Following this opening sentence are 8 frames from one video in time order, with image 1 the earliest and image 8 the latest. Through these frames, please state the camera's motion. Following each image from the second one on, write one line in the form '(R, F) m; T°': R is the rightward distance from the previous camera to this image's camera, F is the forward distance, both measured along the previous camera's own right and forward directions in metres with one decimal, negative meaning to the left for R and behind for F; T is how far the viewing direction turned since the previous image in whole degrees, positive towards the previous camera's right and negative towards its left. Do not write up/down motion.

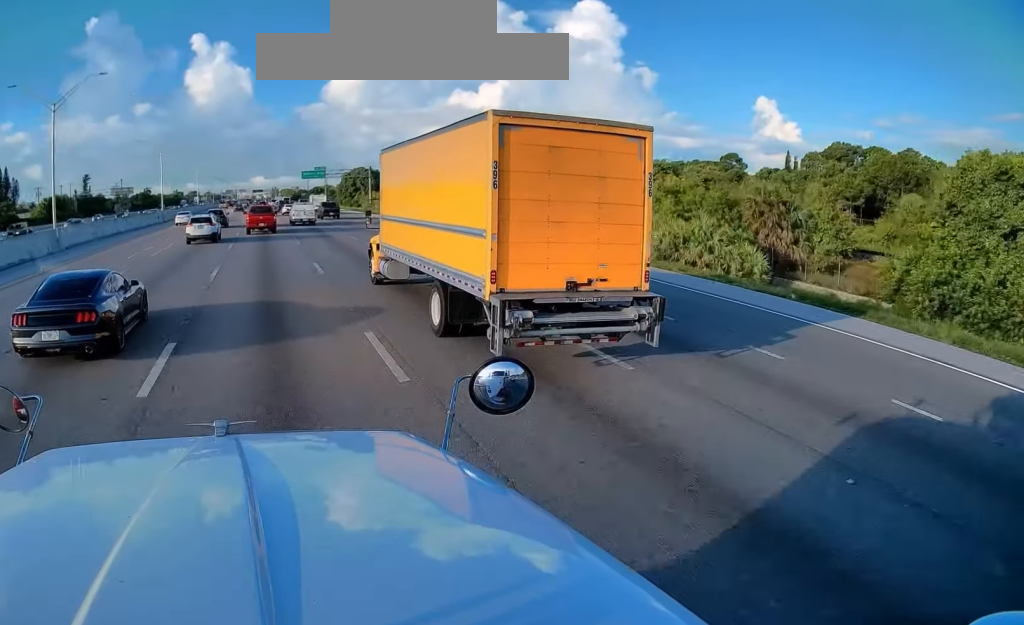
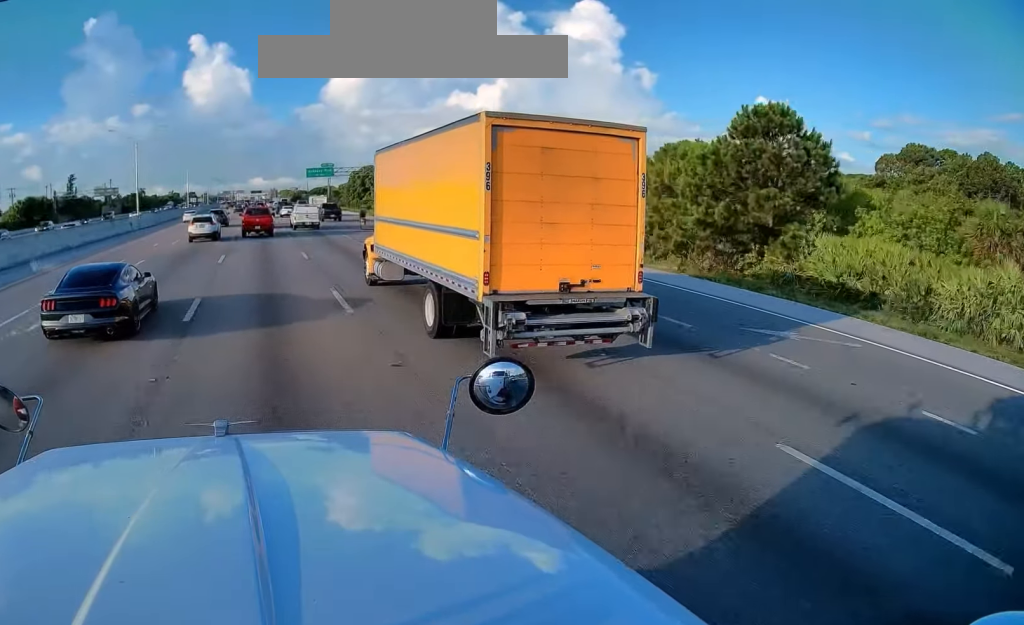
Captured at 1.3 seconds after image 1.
(-0.3, +19.1) m; -1°
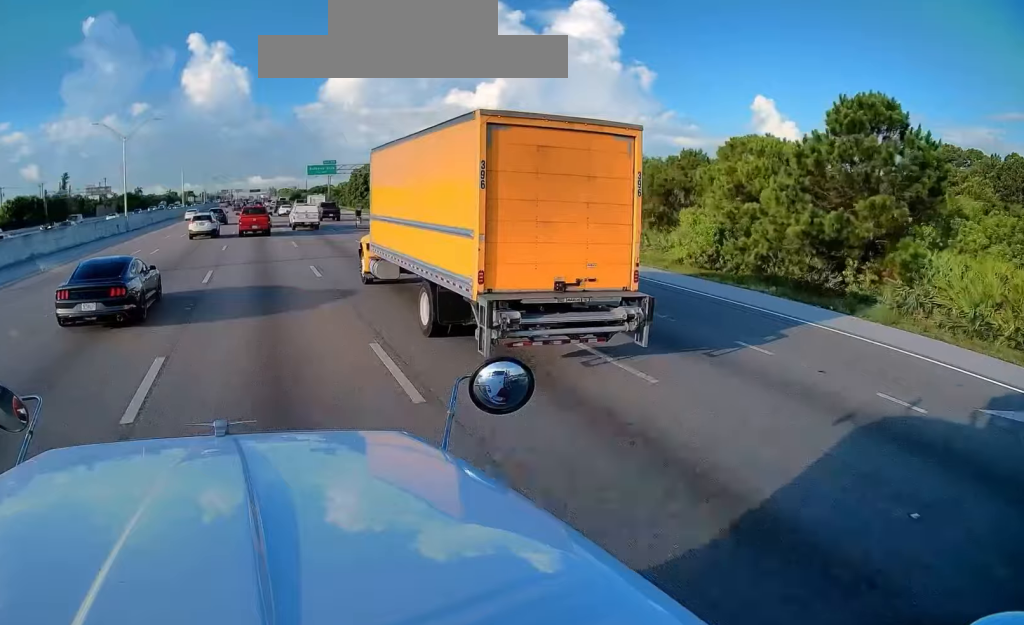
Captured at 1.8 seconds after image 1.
(0.0, +6.2) m; 0°
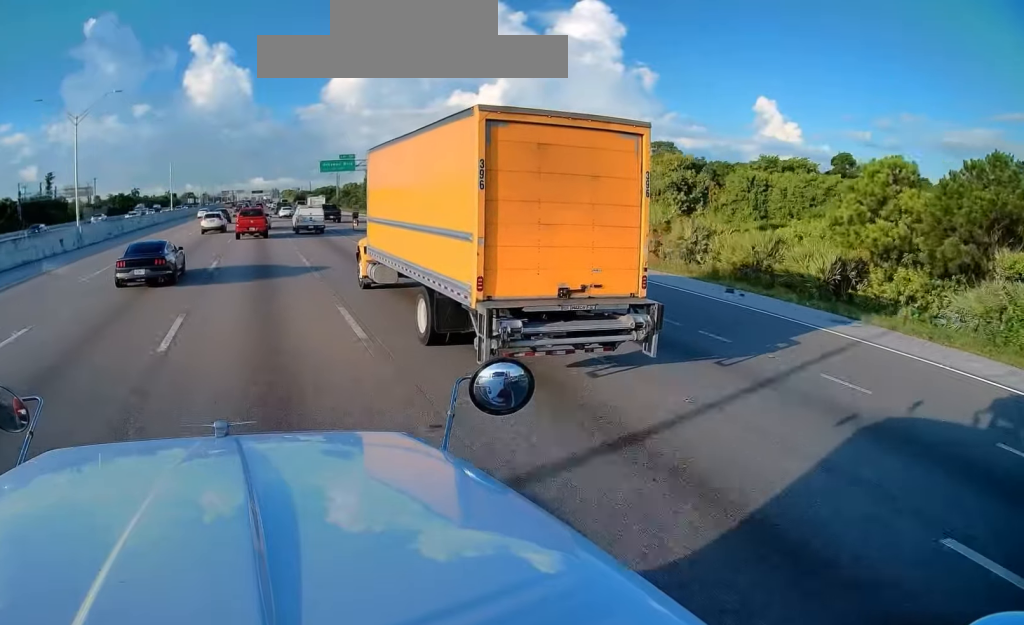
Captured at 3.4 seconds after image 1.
(0.0, +19.7) m; -1°
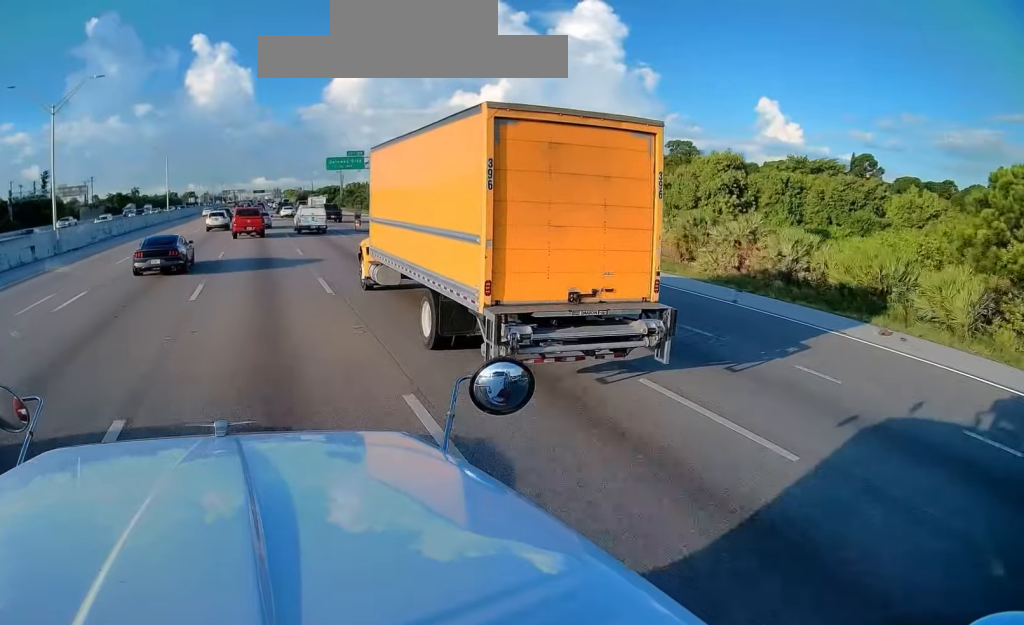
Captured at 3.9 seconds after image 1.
(0.0, +6.3) m; 0°
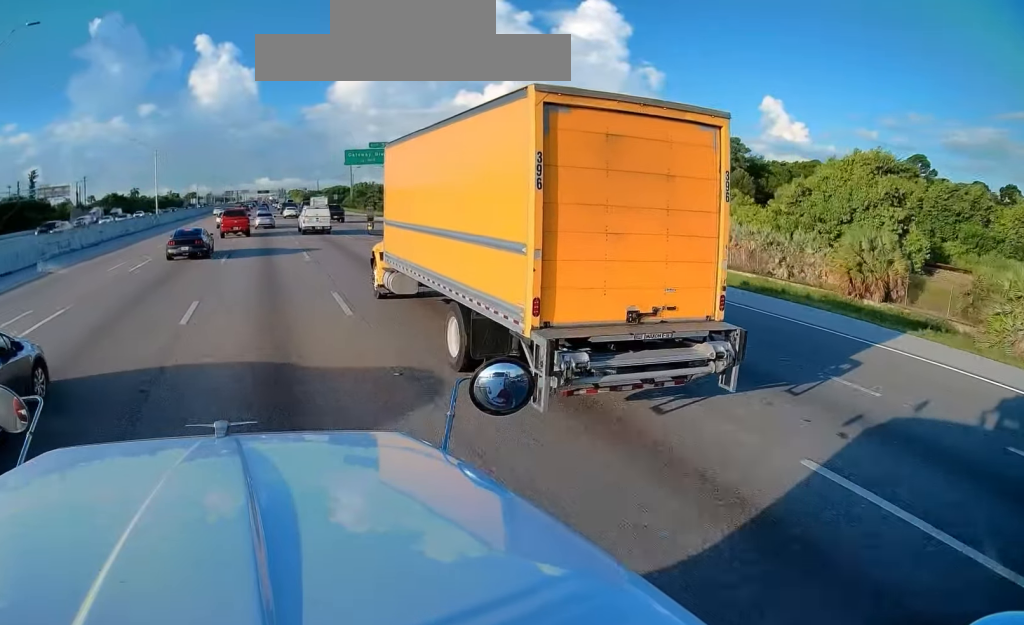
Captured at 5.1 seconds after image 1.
(0.0, +14.1) m; +1°
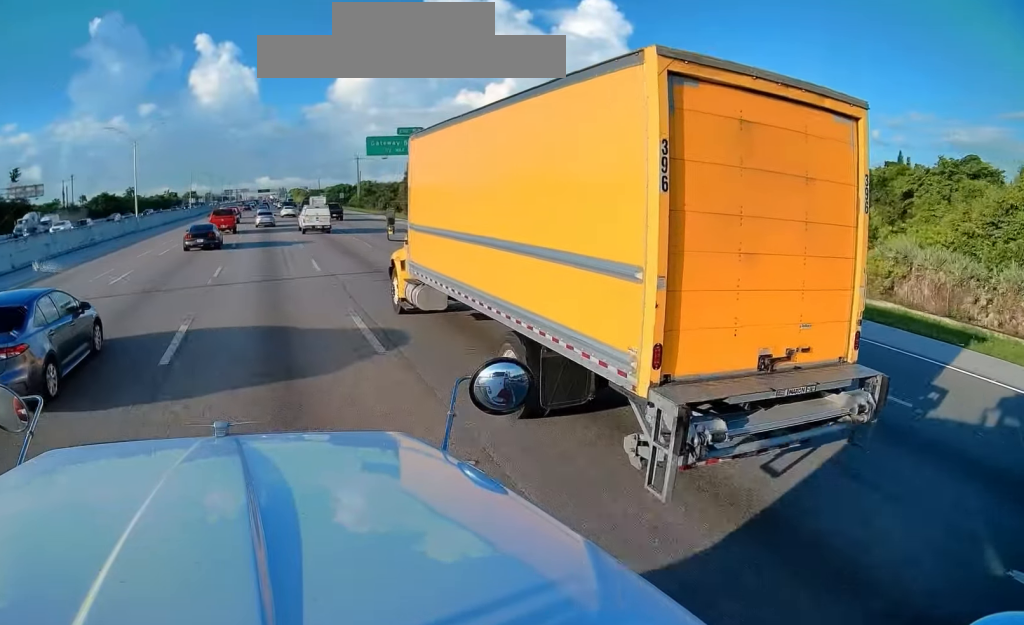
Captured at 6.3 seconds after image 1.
(+0.2, +12.2) m; +1°
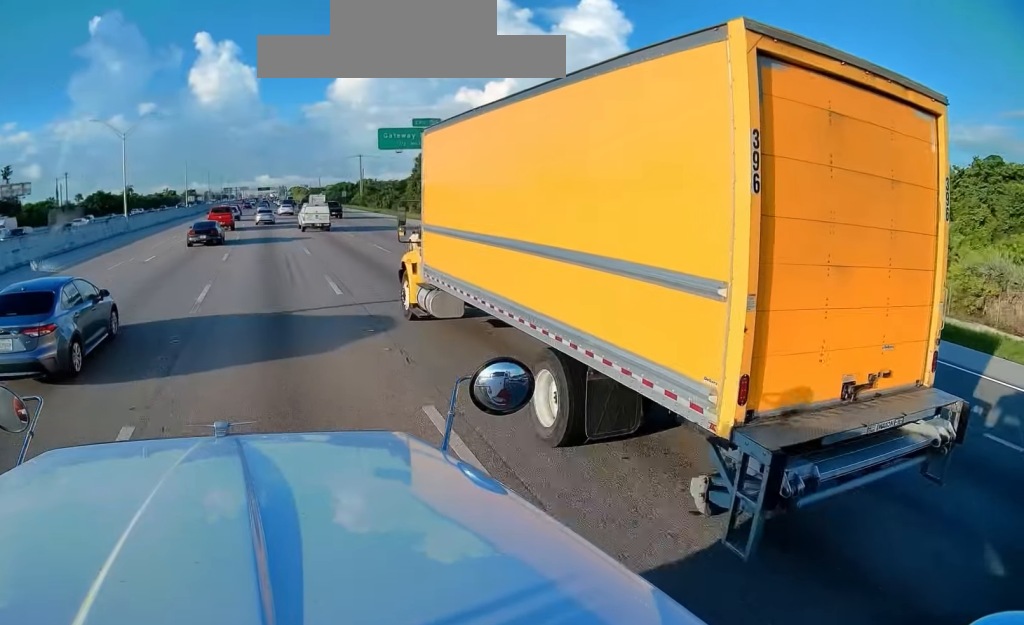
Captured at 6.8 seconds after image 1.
(0.0, +4.8) m; 0°
